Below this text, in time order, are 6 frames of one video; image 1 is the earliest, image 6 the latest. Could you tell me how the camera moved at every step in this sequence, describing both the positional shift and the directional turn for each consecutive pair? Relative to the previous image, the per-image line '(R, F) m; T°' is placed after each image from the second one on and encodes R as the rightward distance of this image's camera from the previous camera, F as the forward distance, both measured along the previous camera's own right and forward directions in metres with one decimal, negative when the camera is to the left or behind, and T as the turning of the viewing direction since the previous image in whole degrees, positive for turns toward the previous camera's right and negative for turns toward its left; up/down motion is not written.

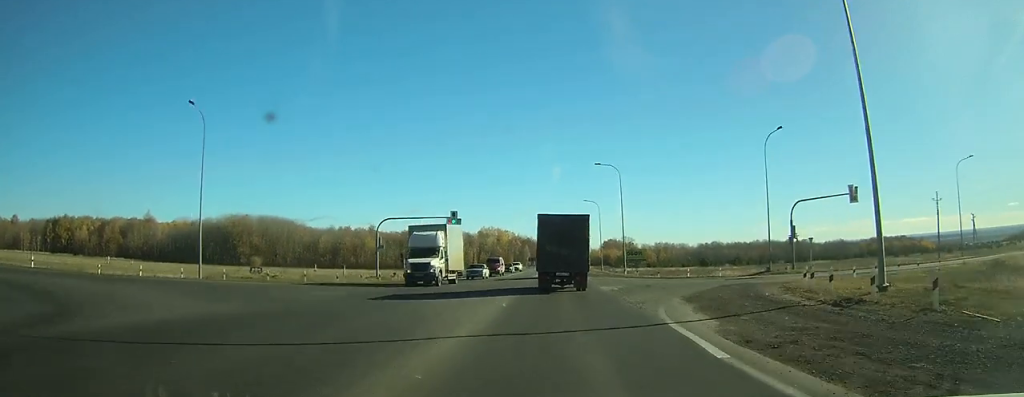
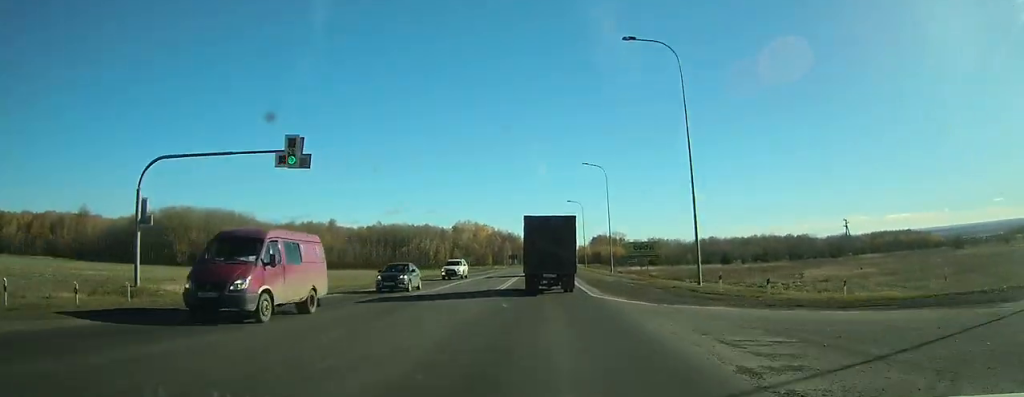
(+0.3, +31.4) m; +2°
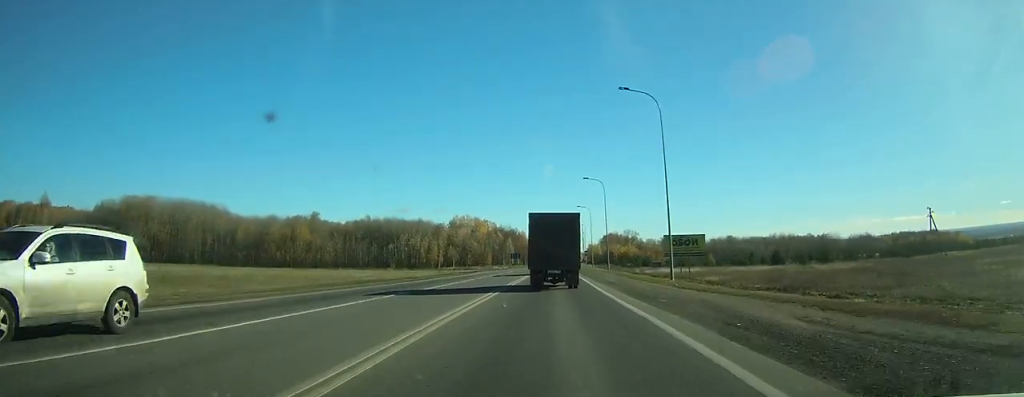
(+0.3, +31.1) m; +1°
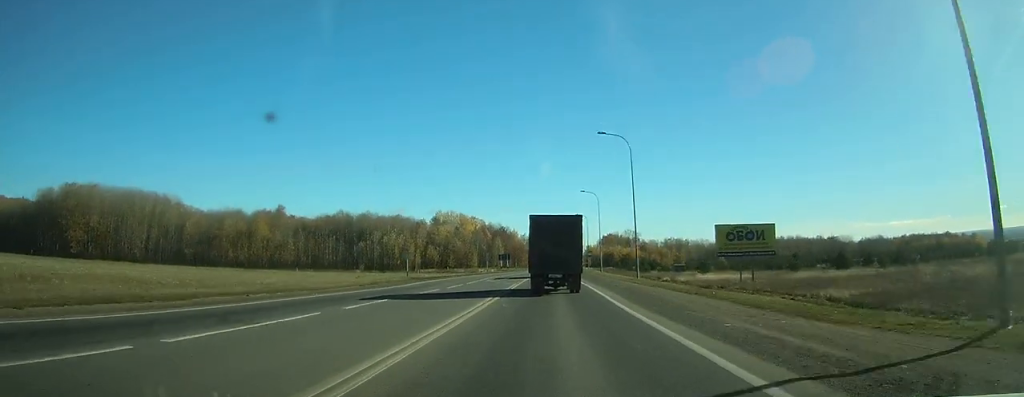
(0.0, +33.7) m; 0°
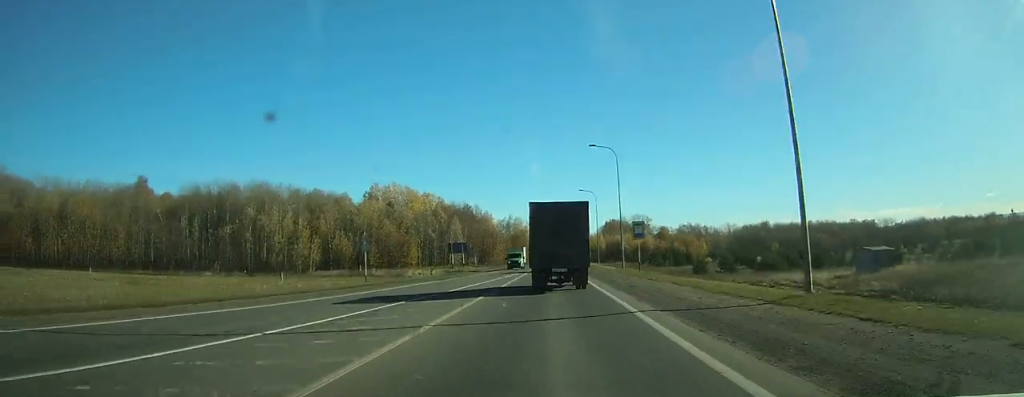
(+0.7, +84.9) m; +1°
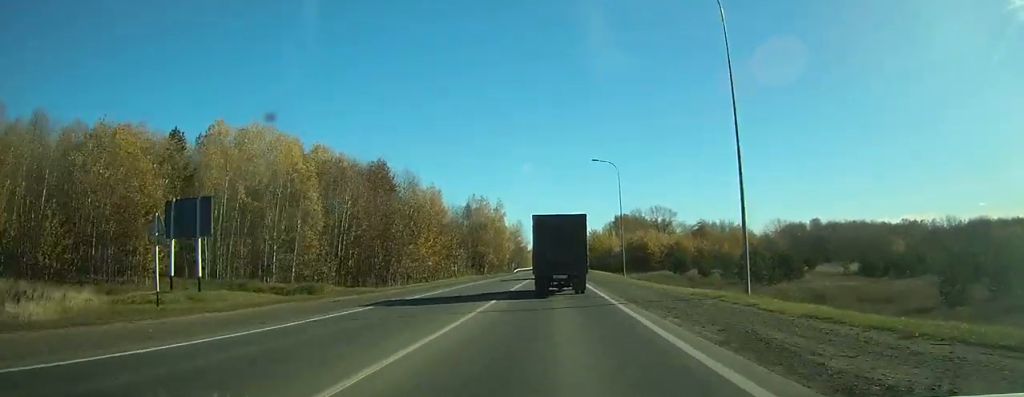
(+0.9, +78.9) m; +3°
